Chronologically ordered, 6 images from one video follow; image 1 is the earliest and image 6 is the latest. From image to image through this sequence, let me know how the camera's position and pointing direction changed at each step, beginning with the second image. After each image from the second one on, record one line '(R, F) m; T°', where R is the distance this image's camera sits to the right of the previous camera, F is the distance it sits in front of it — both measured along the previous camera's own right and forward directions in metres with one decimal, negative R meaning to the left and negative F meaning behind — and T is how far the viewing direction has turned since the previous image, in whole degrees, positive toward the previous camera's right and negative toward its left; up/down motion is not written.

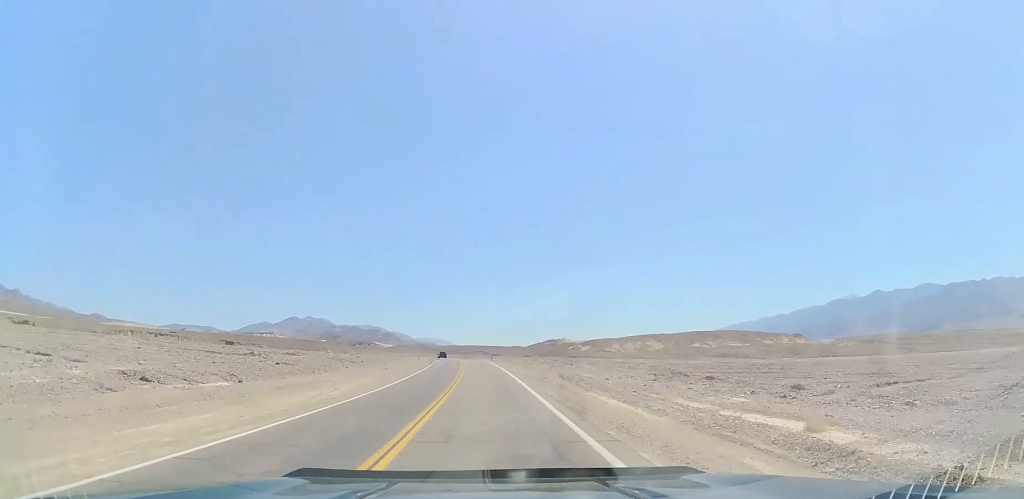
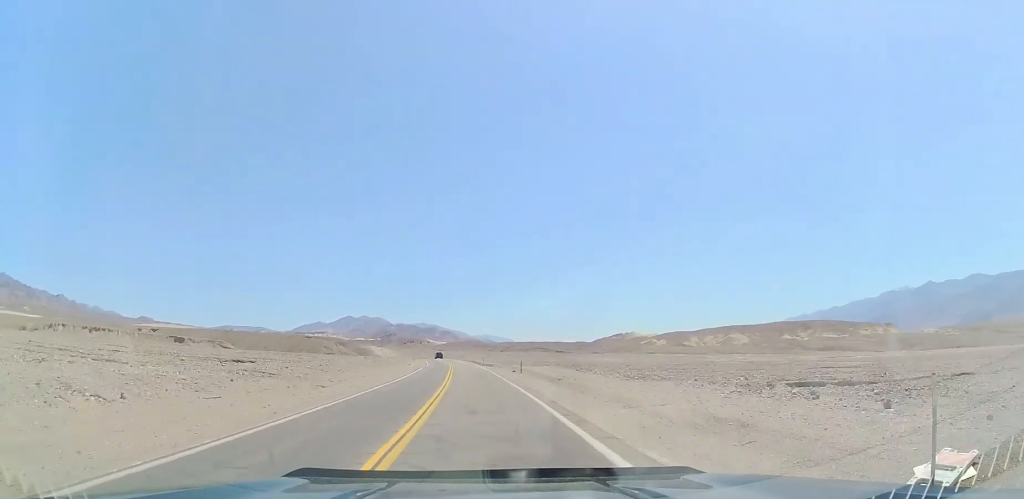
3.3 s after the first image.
(-3.6, +89.6) m; -6°
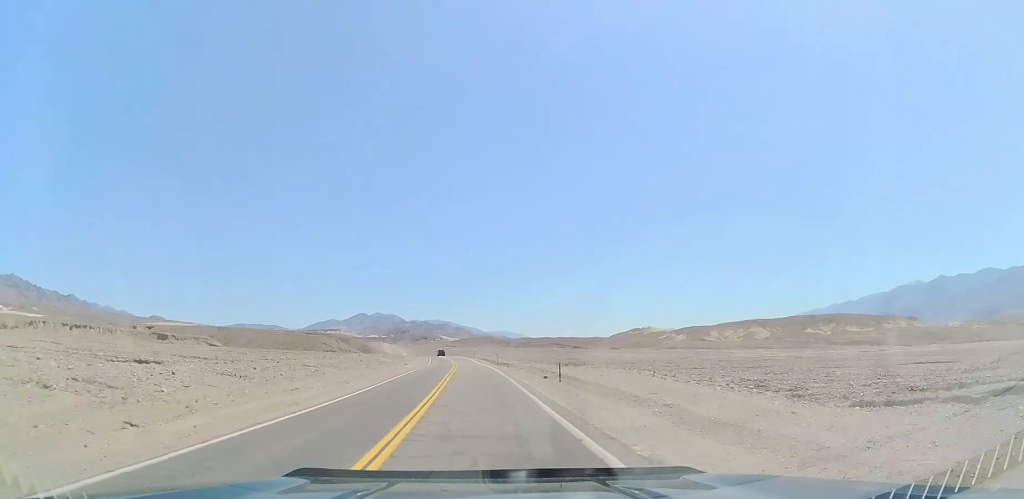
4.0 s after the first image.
(-0.2, +18.7) m; -2°
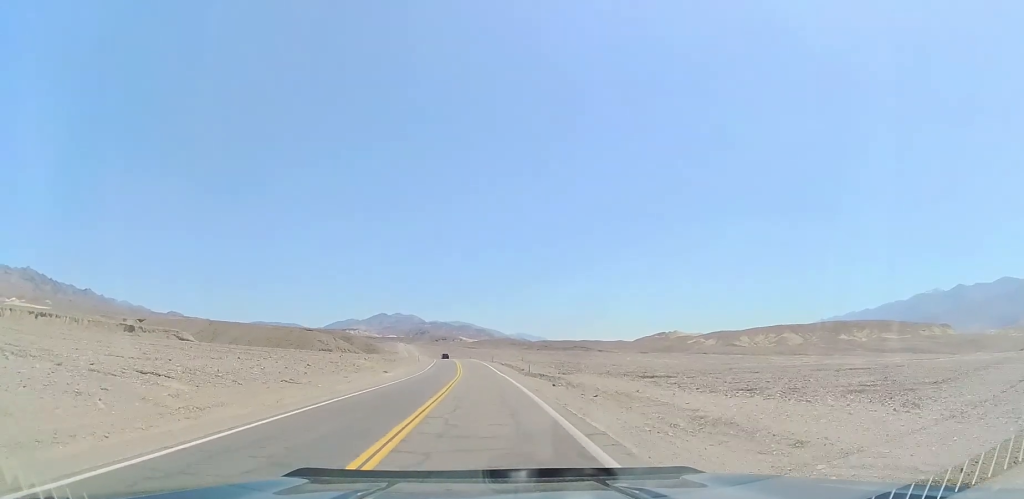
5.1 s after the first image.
(-0.9, +27.7) m; -3°
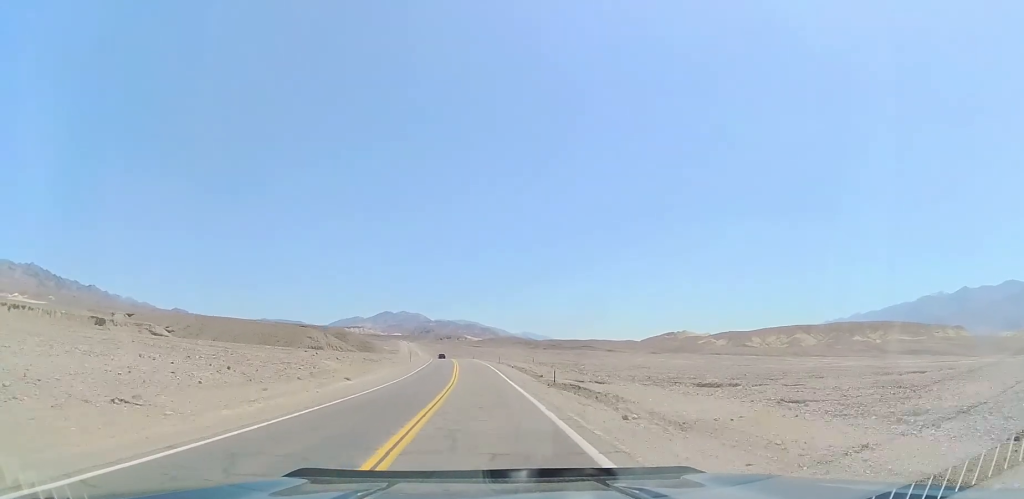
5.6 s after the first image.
(-0.2, +15.3) m; -1°
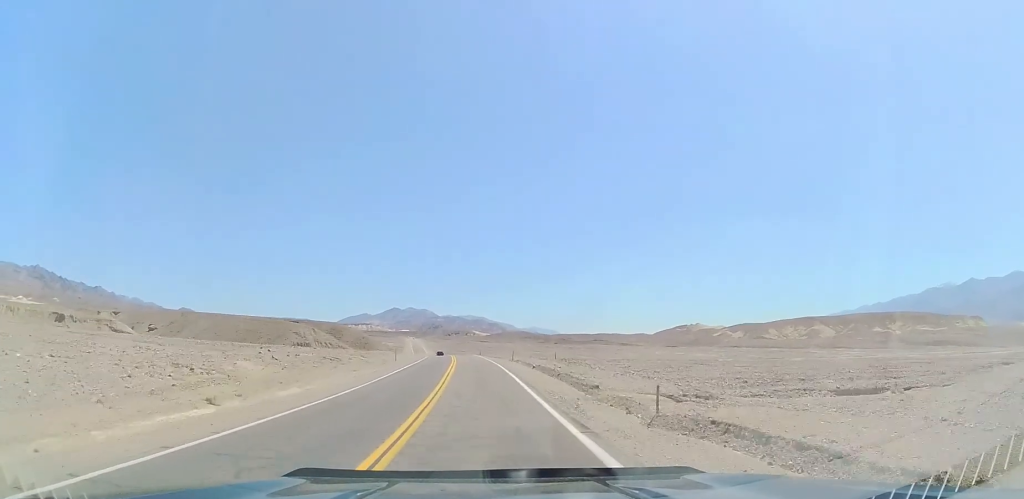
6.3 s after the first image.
(-0.1, +18.9) m; -1°
